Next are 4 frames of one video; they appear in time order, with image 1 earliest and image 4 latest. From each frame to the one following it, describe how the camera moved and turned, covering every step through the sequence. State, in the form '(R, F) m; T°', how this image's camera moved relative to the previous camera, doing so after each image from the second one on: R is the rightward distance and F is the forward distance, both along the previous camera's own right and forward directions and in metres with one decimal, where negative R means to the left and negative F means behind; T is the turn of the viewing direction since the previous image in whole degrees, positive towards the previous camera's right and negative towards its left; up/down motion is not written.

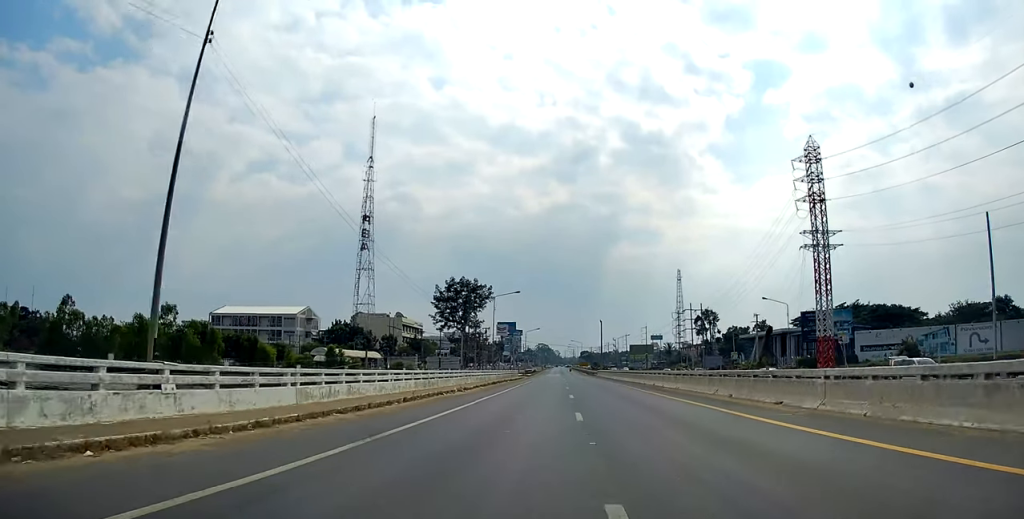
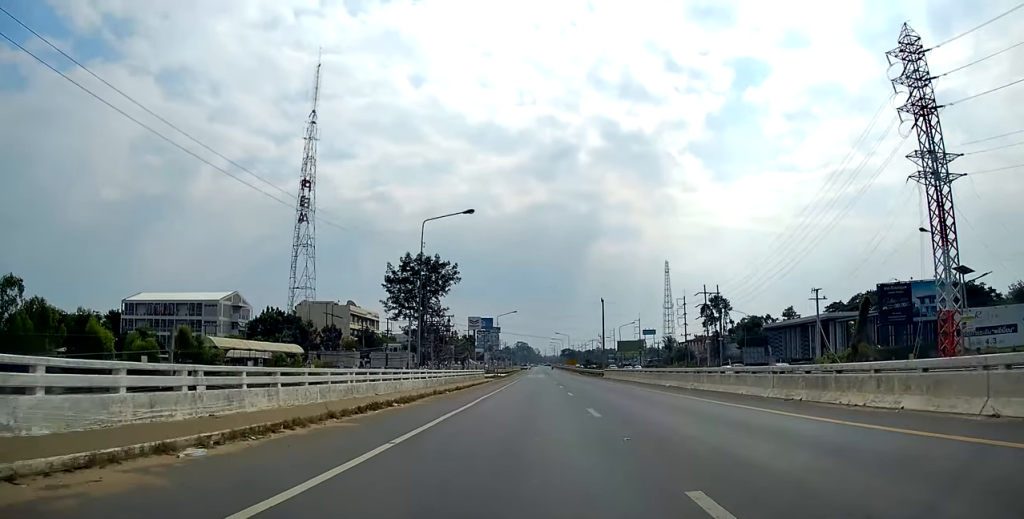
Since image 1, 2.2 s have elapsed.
(0.0, +35.2) m; -2°
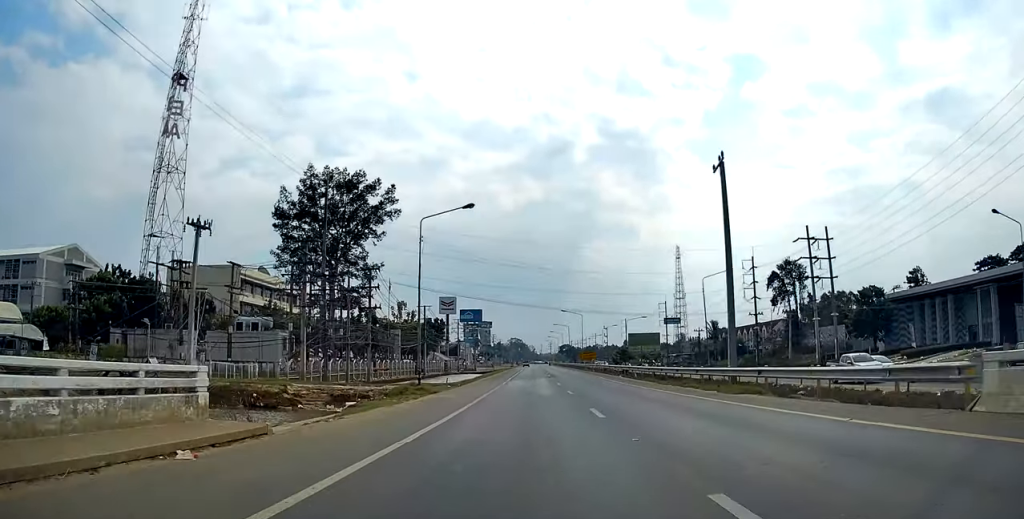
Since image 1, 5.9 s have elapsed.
(+2.4, +58.1) m; +2°
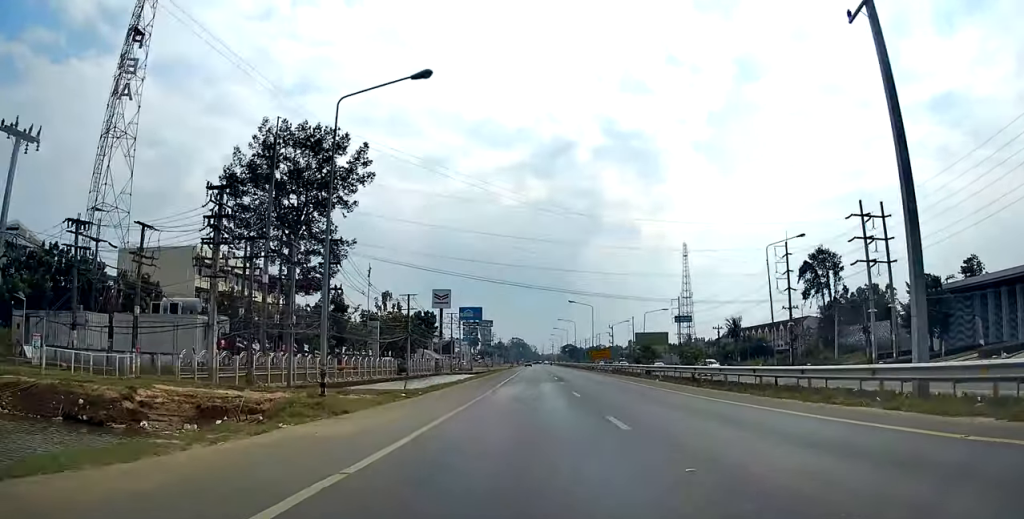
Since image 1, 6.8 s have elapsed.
(-0.5, +14.9) m; 0°
